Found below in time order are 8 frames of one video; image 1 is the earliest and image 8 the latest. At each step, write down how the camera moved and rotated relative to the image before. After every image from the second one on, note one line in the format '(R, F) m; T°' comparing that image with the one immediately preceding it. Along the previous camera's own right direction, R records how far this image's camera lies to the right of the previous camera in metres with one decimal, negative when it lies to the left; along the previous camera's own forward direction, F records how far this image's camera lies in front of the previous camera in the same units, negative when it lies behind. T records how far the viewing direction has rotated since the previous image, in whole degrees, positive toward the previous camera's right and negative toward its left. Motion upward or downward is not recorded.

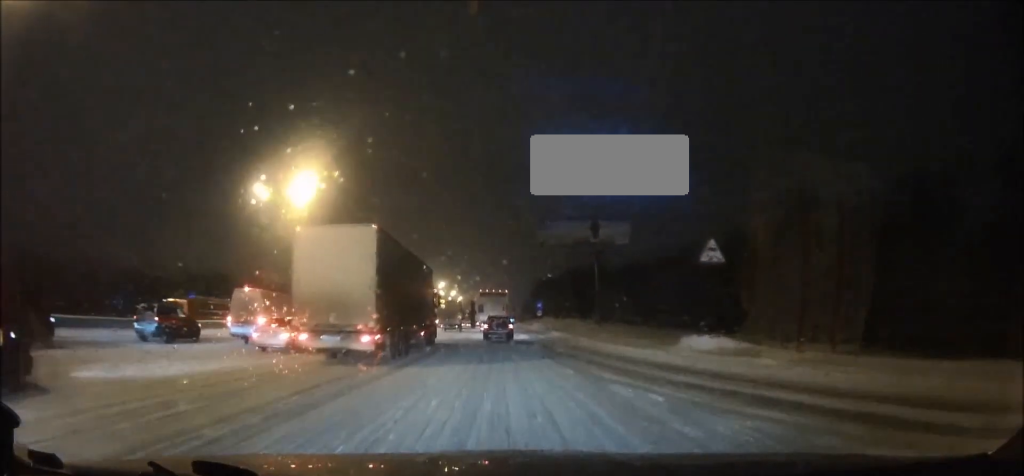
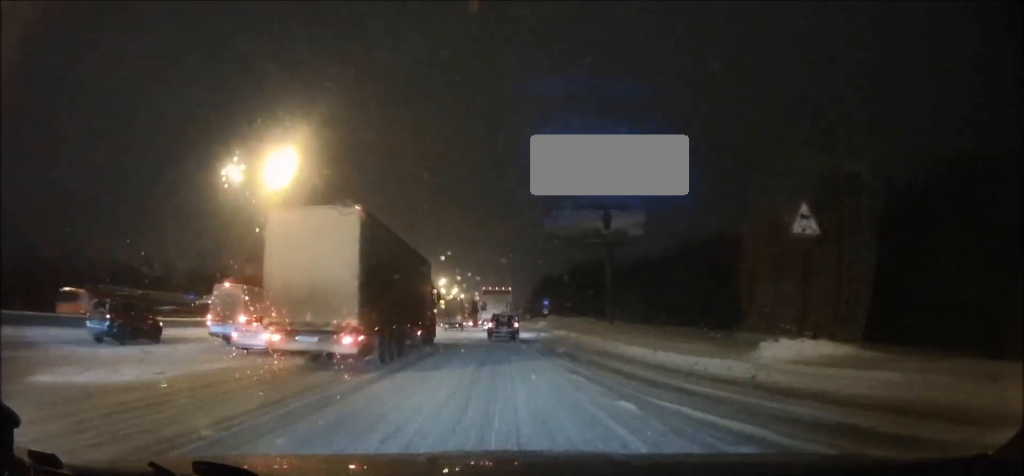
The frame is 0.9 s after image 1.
(0.0, +5.8) m; +2°
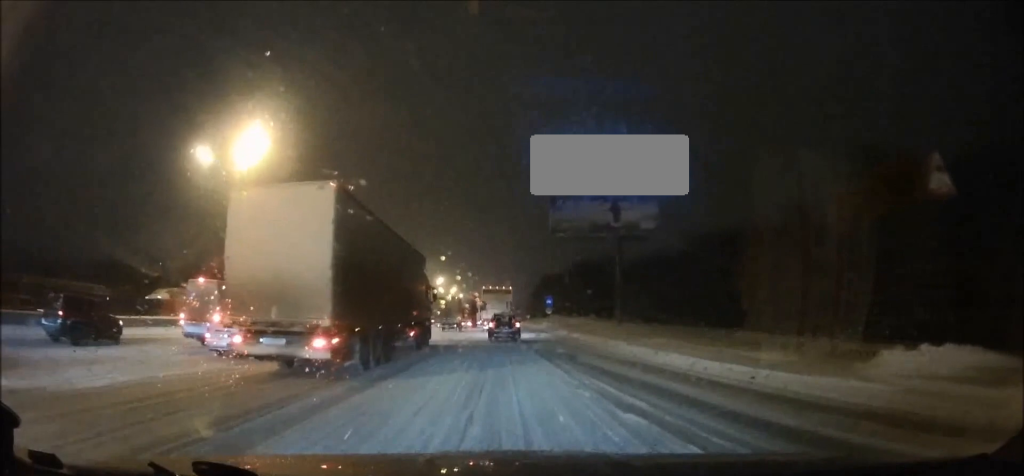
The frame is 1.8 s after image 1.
(+0.2, +5.1) m; +1°
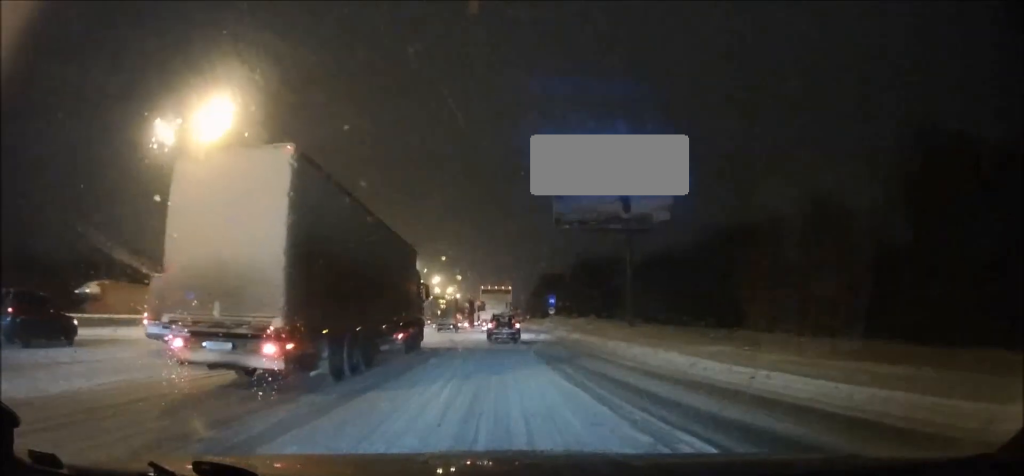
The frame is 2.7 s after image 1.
(0.0, +5.5) m; 0°
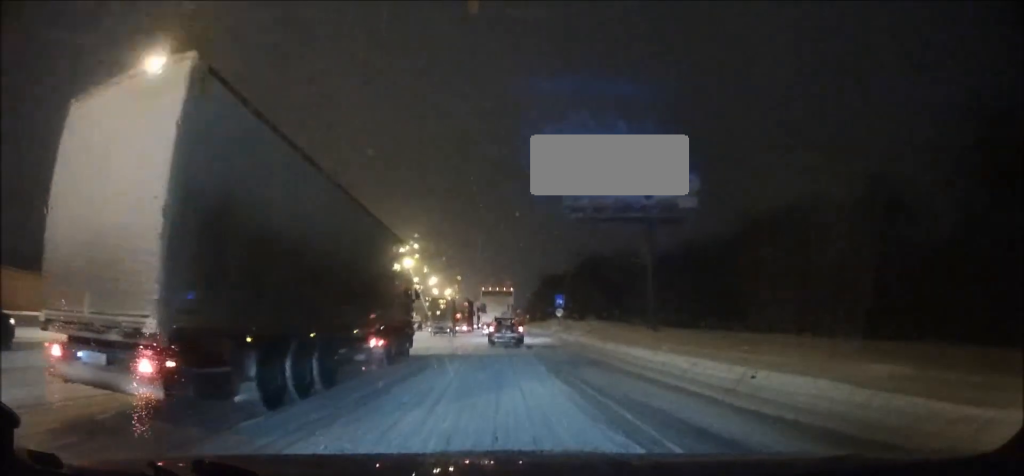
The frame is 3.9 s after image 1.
(+0.1, +7.5) m; 0°
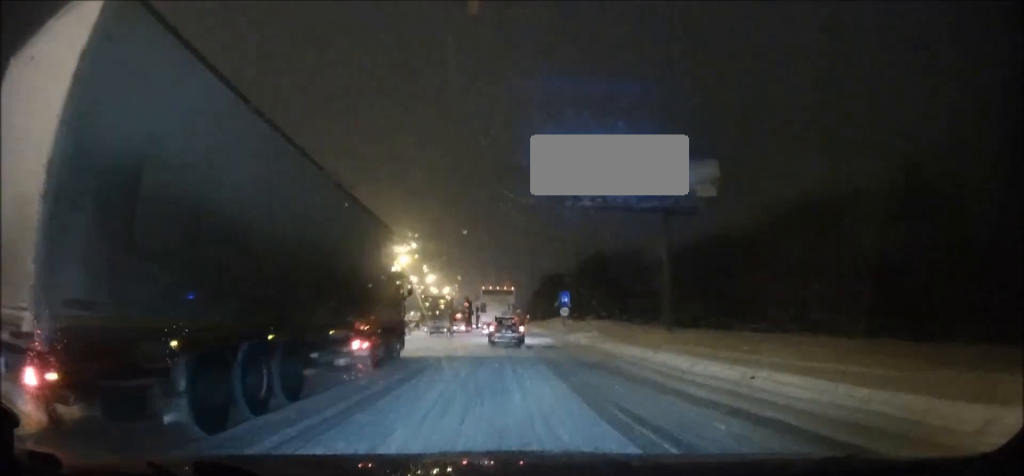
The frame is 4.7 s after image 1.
(-0.1, +4.2) m; -1°
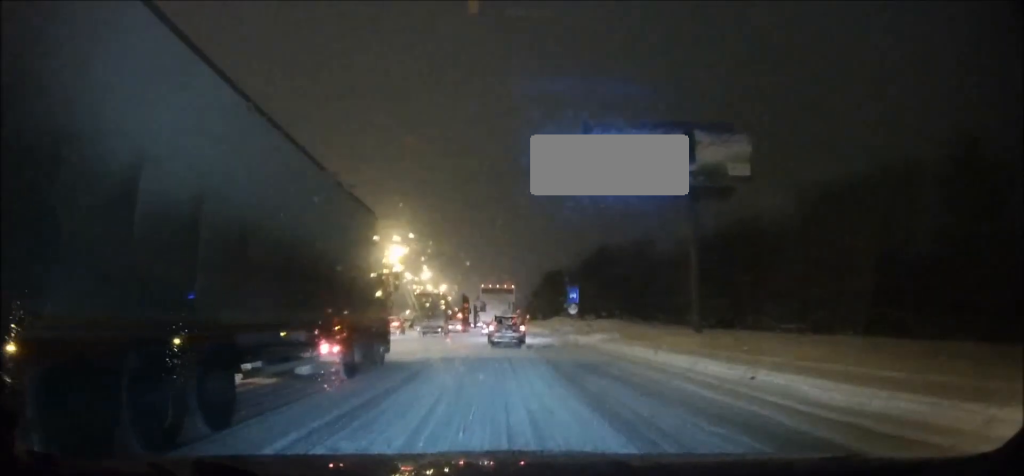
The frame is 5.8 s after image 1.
(-0.1, +6.1) m; 0°
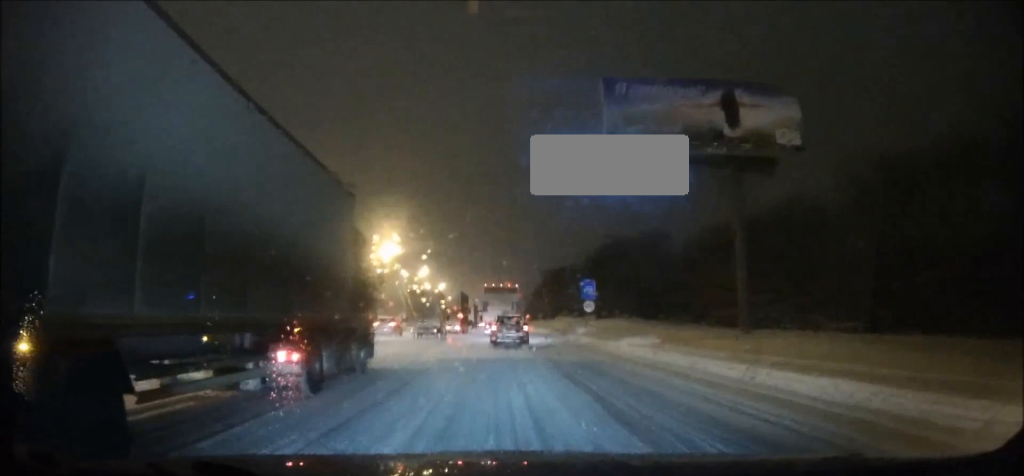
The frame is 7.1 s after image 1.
(0.0, +7.1) m; 0°
